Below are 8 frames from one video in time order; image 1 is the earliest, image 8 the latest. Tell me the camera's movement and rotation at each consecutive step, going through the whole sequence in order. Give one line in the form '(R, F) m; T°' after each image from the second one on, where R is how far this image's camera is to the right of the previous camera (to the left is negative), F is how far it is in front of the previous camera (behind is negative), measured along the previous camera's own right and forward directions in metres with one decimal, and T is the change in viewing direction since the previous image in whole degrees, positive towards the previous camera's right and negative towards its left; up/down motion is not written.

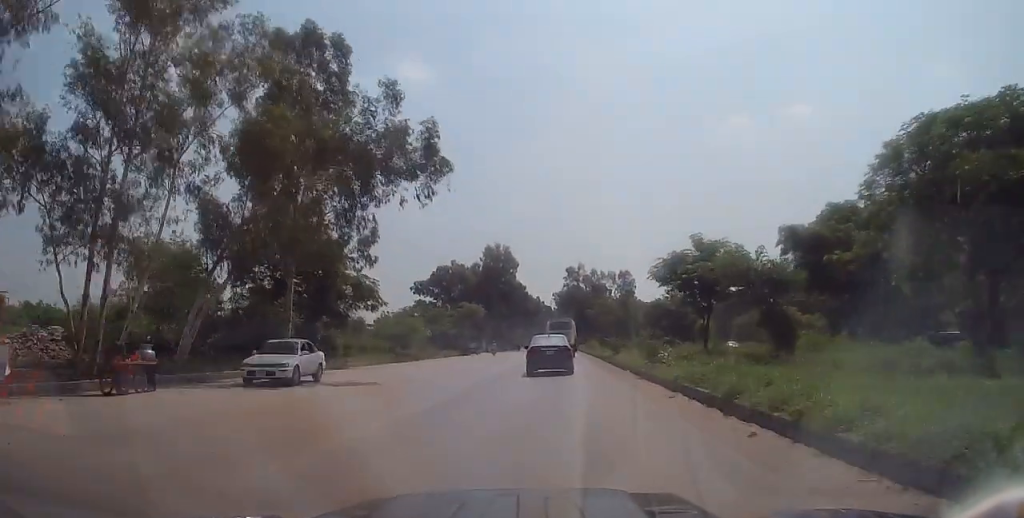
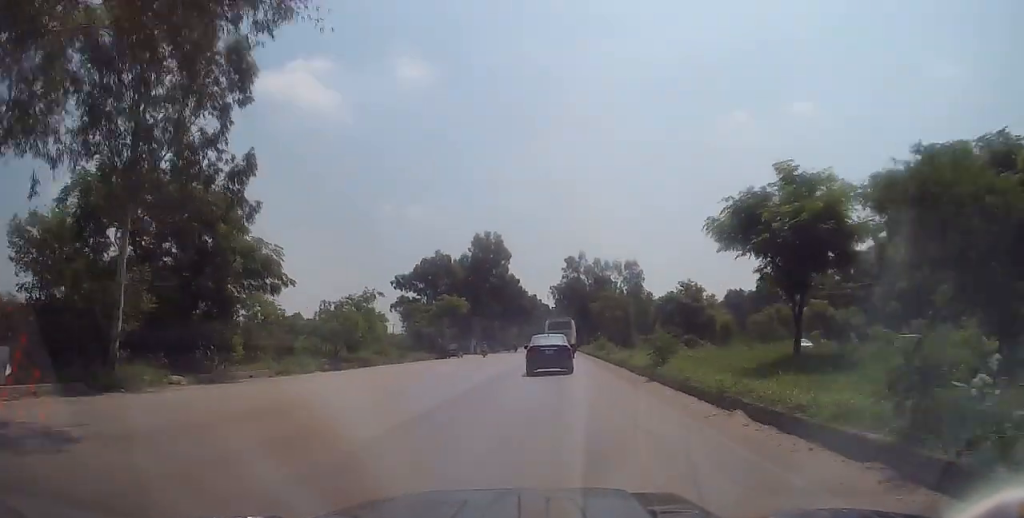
(+0.3, +13.3) m; +1°
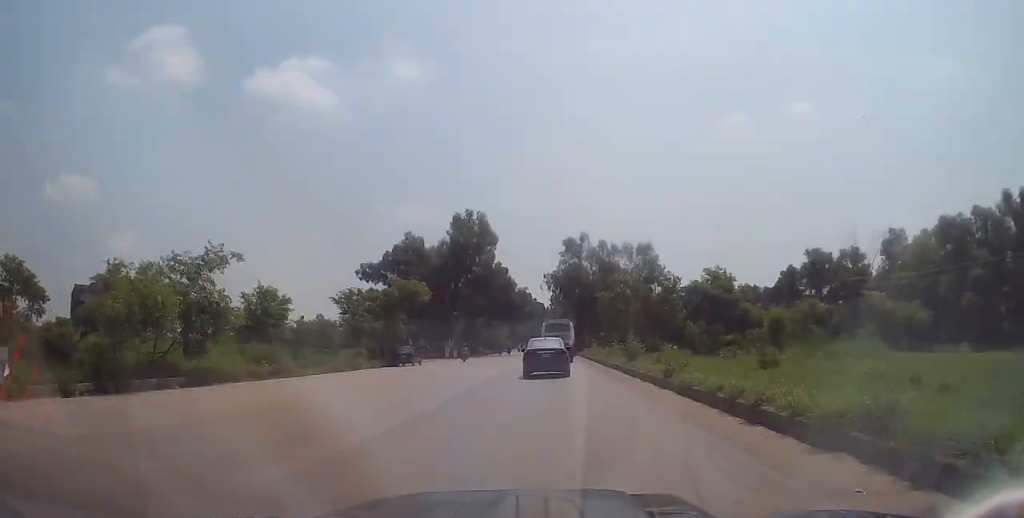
(+0.2, +18.2) m; +1°
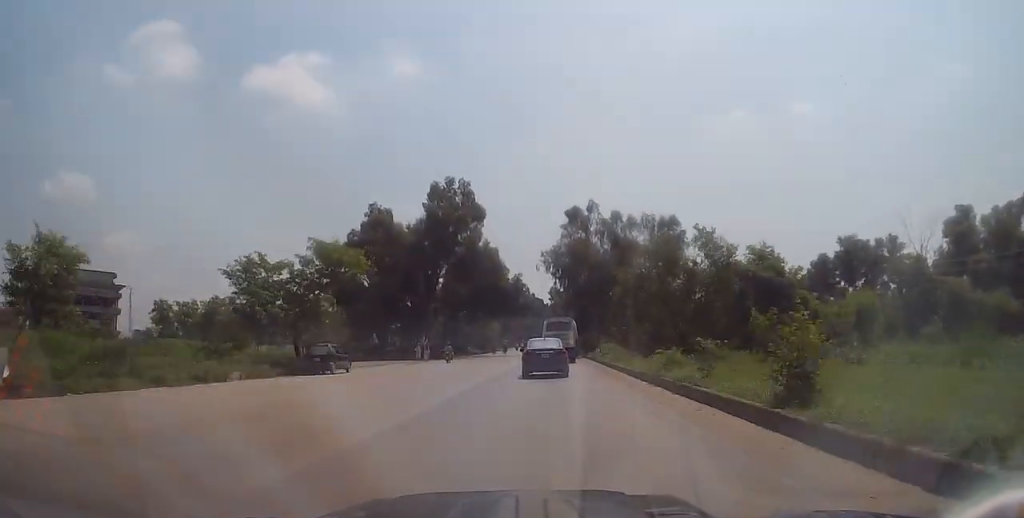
(0.0, +16.8) m; -2°
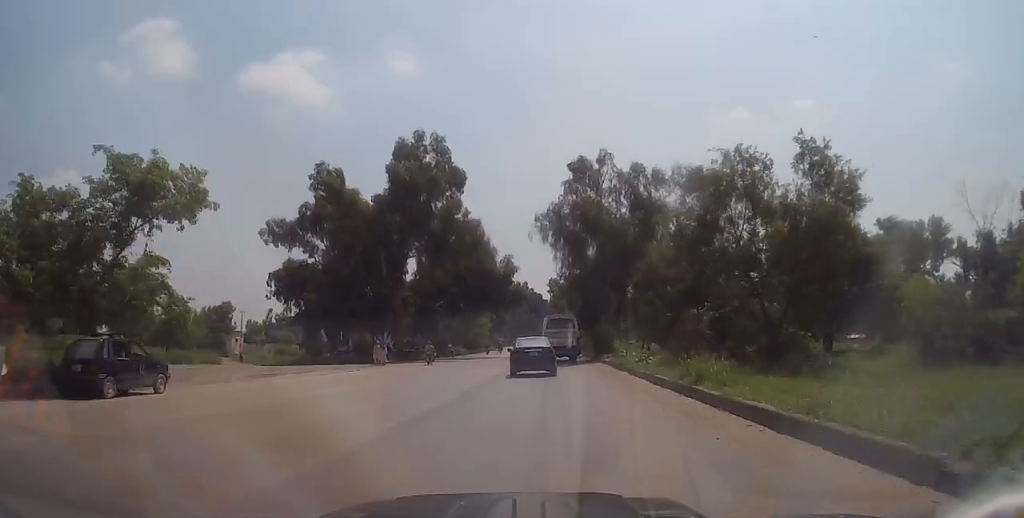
(-0.6, +15.7) m; -1°
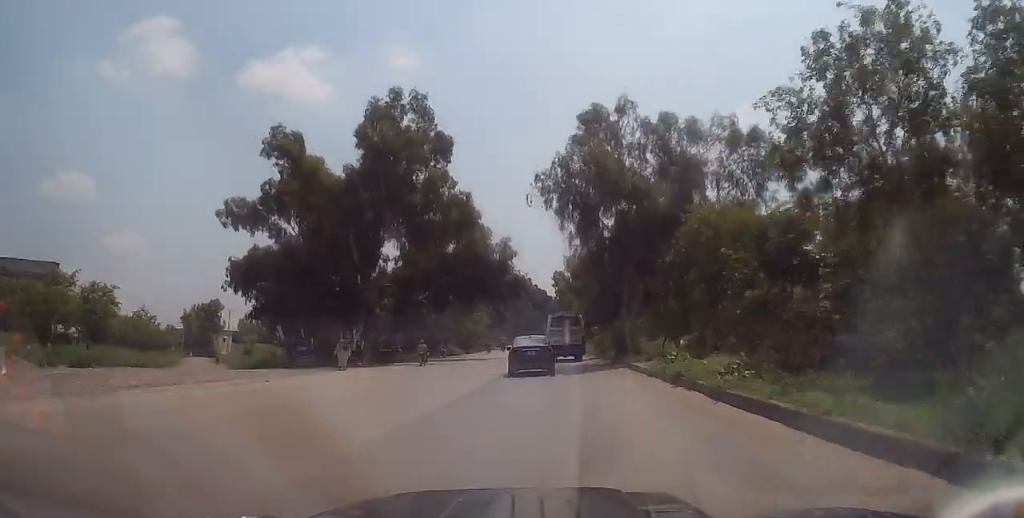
(+0.2, +9.8) m; 0°
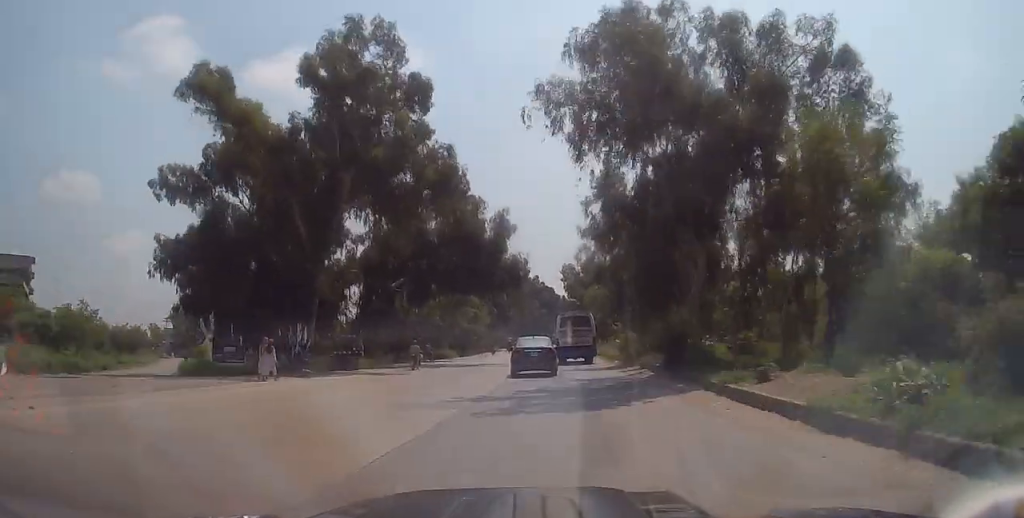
(+0.1, +11.4) m; 0°
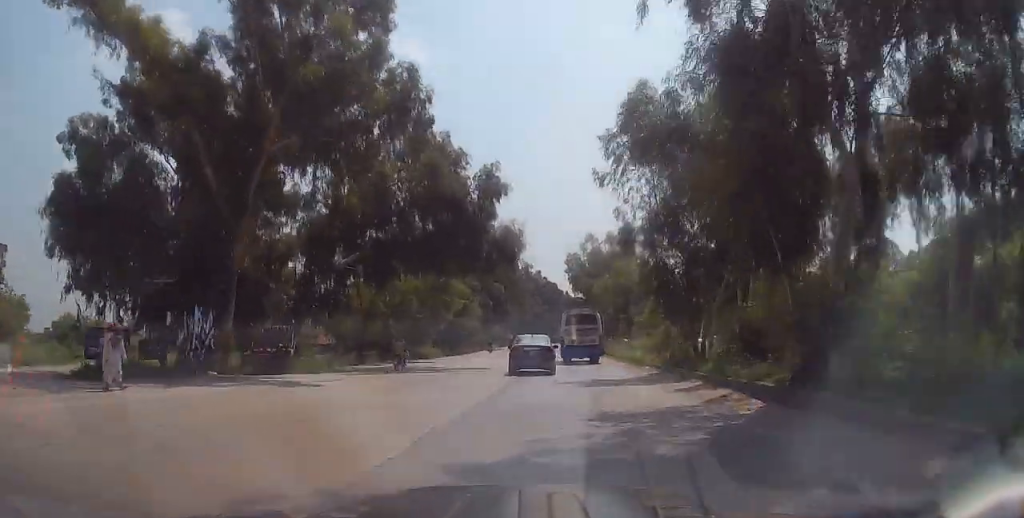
(-0.3, +10.3) m; 0°
